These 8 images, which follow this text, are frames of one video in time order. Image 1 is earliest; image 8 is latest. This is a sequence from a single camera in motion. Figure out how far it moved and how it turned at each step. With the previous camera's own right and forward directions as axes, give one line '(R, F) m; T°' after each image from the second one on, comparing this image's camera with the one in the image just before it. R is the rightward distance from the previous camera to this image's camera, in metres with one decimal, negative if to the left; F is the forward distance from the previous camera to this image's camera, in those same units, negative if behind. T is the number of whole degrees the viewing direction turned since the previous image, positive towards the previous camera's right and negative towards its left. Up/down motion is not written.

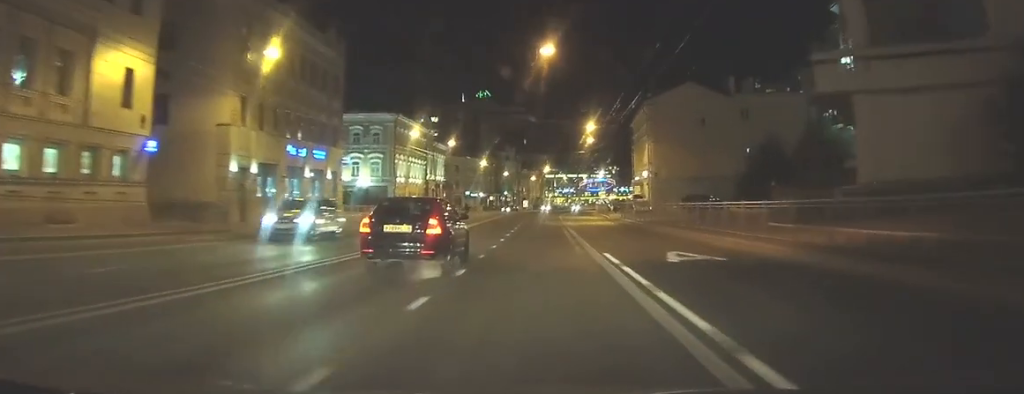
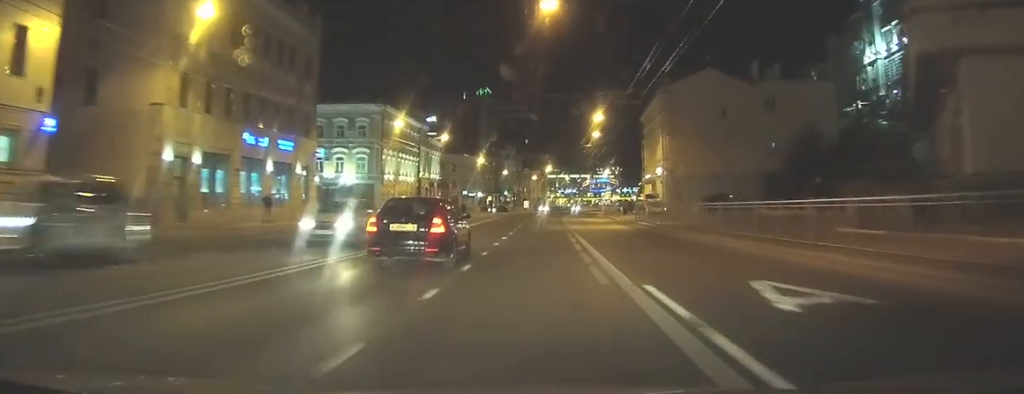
(0.0, +7.3) m; 0°
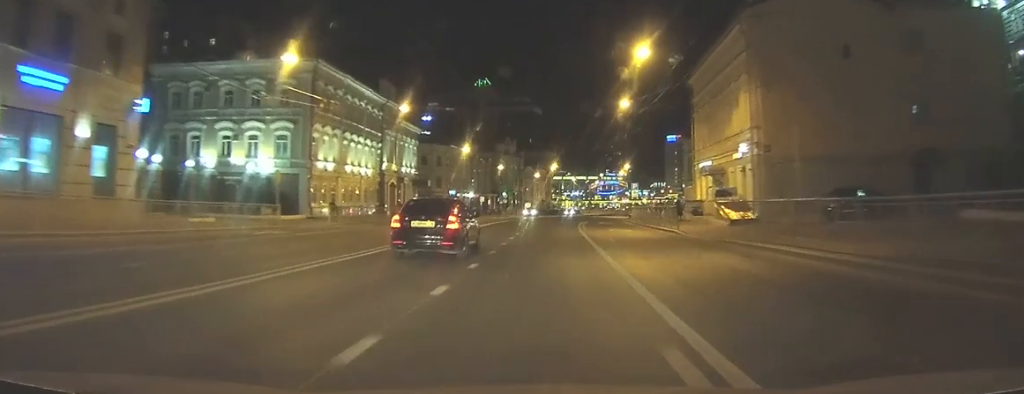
(+0.2, +24.3) m; 0°
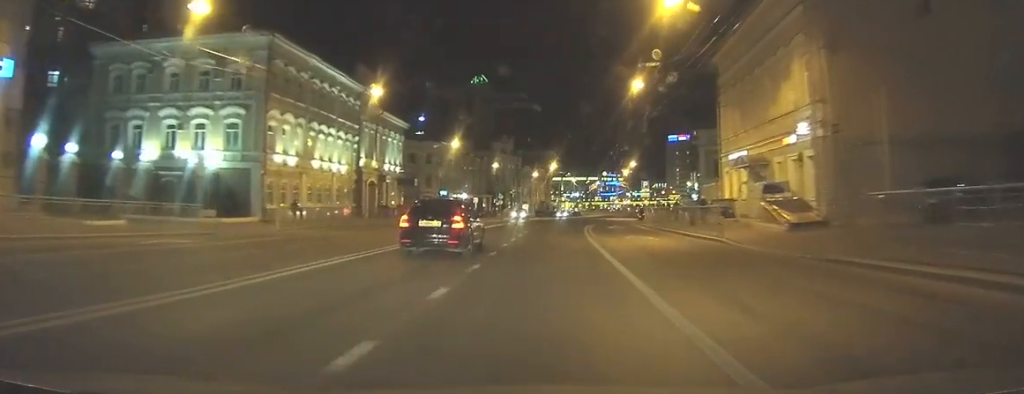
(-0.1, +8.5) m; 0°
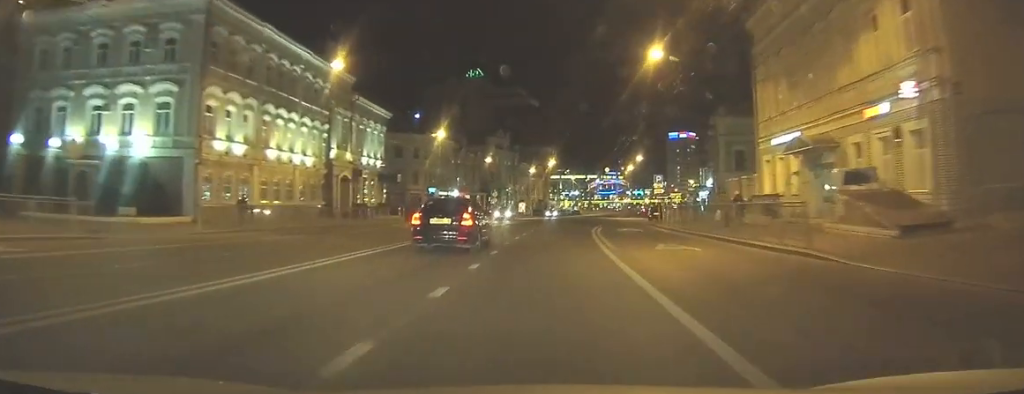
(0.0, +8.3) m; 0°
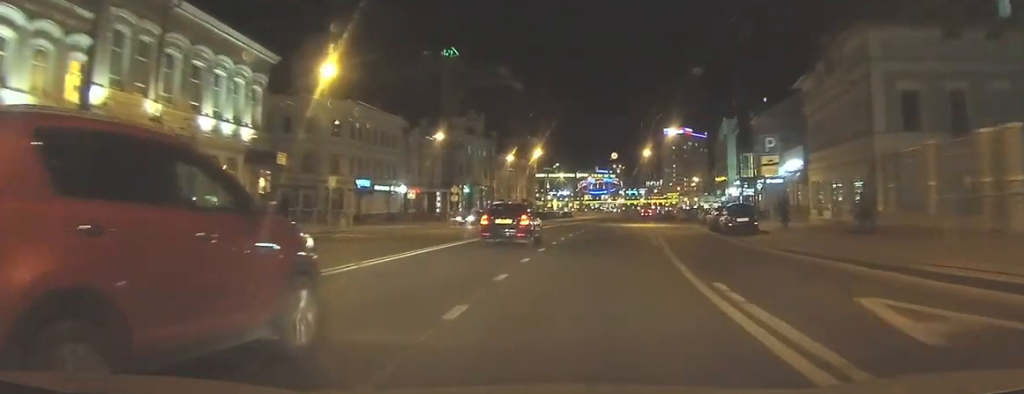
(-0.1, +30.6) m; +1°
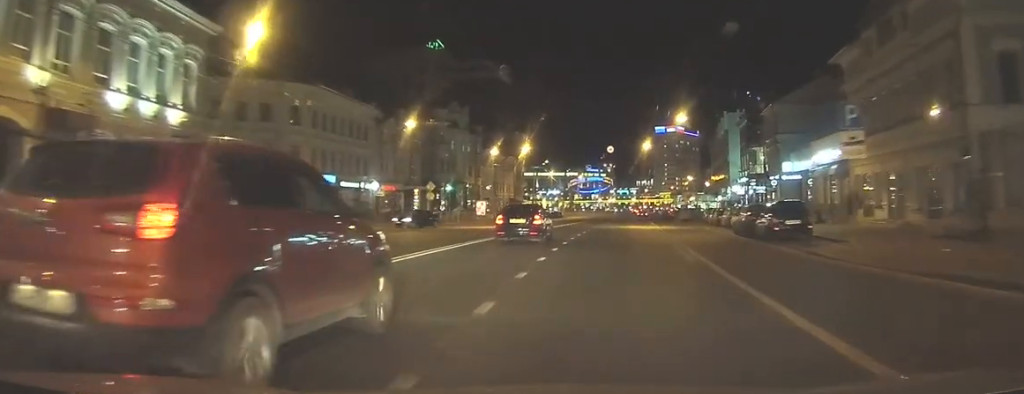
(+0.1, +8.1) m; +1°
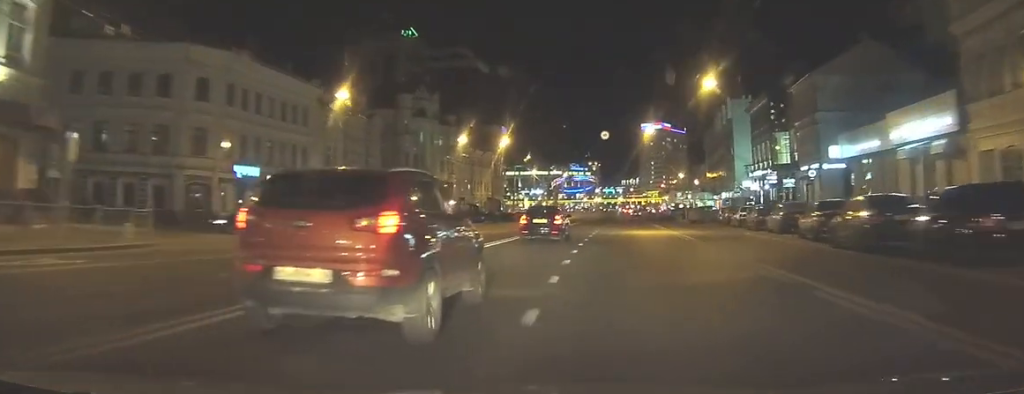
(+0.1, +13.3) m; +1°
